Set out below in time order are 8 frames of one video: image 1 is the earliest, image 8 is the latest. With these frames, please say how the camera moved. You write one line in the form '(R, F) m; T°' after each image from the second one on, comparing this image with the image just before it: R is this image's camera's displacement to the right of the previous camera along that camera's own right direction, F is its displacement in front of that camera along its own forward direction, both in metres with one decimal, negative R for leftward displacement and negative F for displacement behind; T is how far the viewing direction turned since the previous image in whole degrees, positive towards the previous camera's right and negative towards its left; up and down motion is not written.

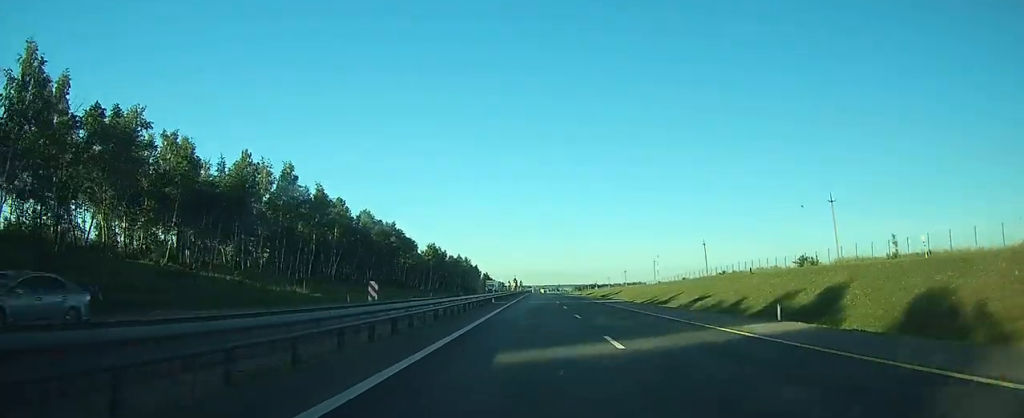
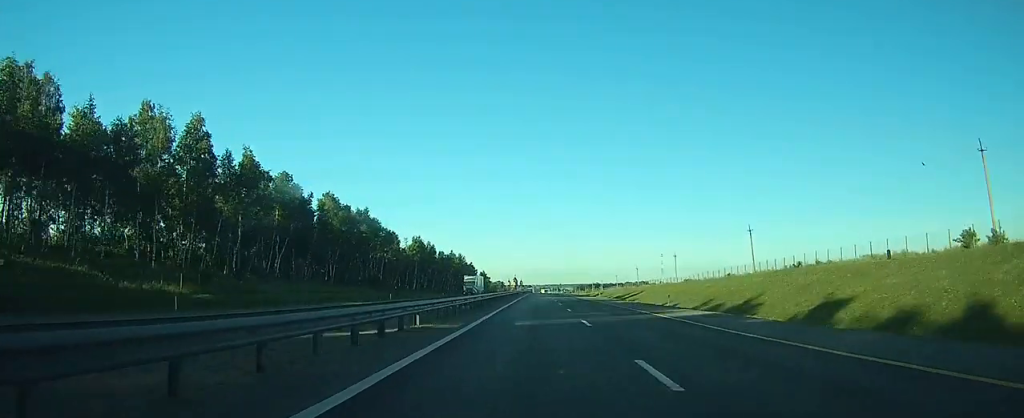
(+0.1, +28.8) m; 0°
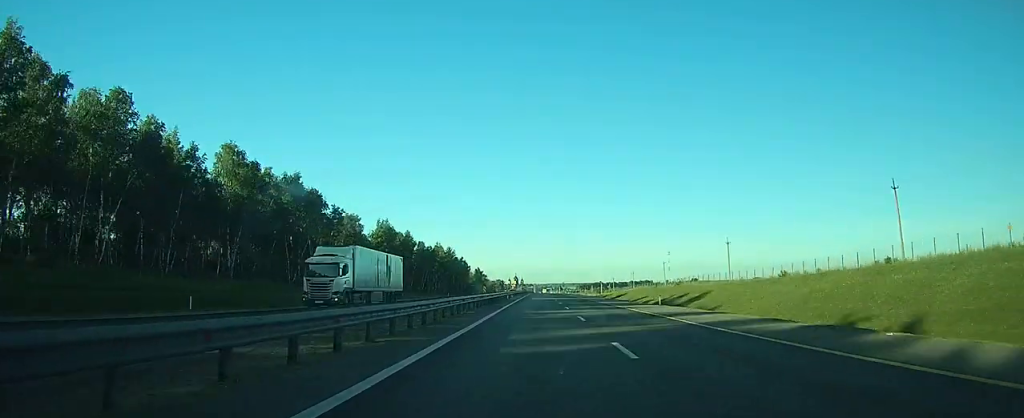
(0.0, +44.6) m; 0°
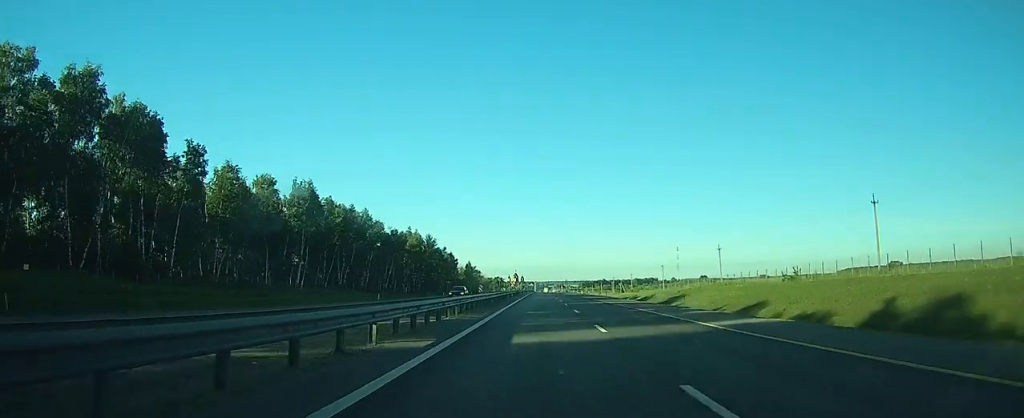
(0.0, +54.0) m; 0°
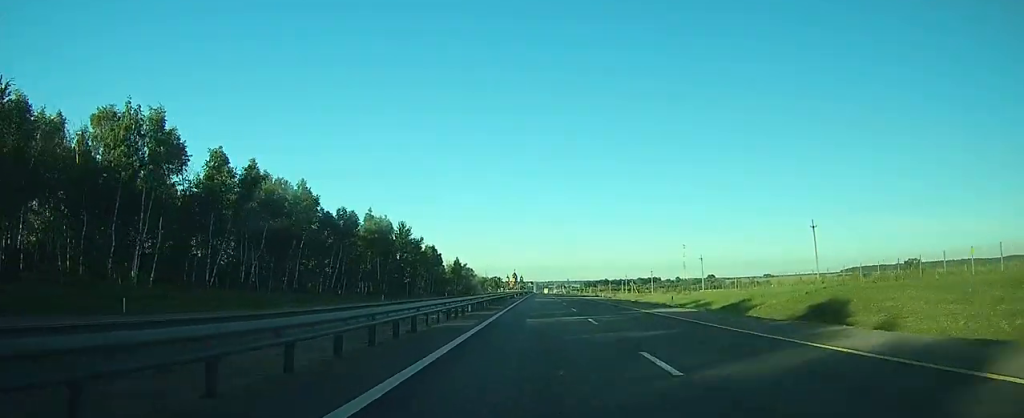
(+0.1, +44.2) m; 0°
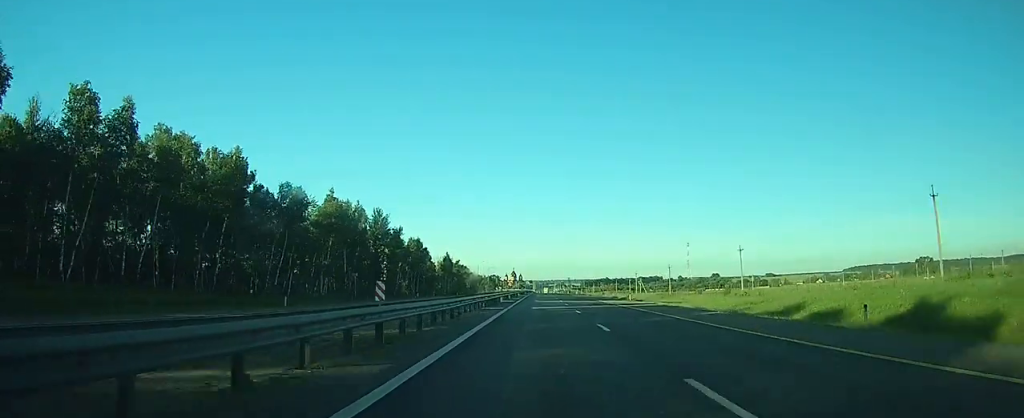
(0.0, +27.3) m; 0°
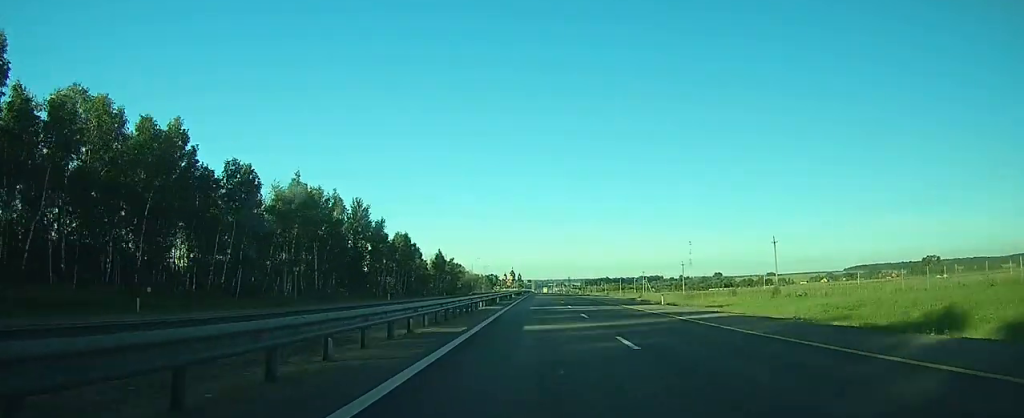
(0.0, +17.1) m; 0°
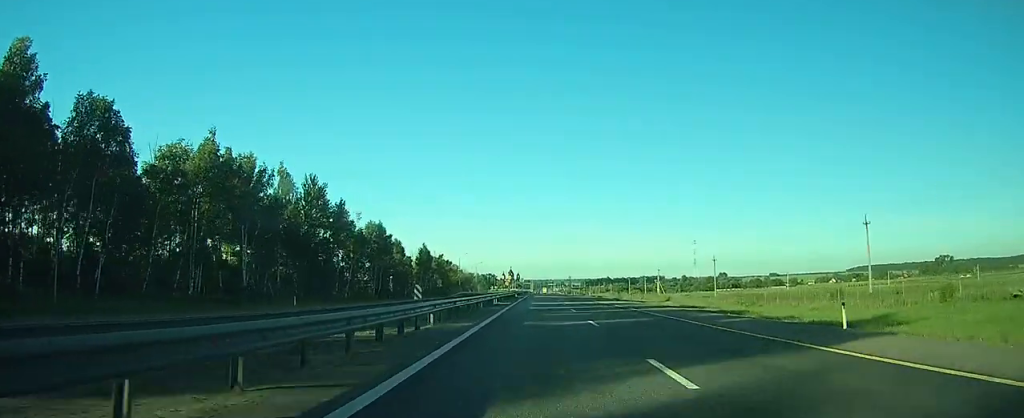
(0.0, +28.5) m; 0°
